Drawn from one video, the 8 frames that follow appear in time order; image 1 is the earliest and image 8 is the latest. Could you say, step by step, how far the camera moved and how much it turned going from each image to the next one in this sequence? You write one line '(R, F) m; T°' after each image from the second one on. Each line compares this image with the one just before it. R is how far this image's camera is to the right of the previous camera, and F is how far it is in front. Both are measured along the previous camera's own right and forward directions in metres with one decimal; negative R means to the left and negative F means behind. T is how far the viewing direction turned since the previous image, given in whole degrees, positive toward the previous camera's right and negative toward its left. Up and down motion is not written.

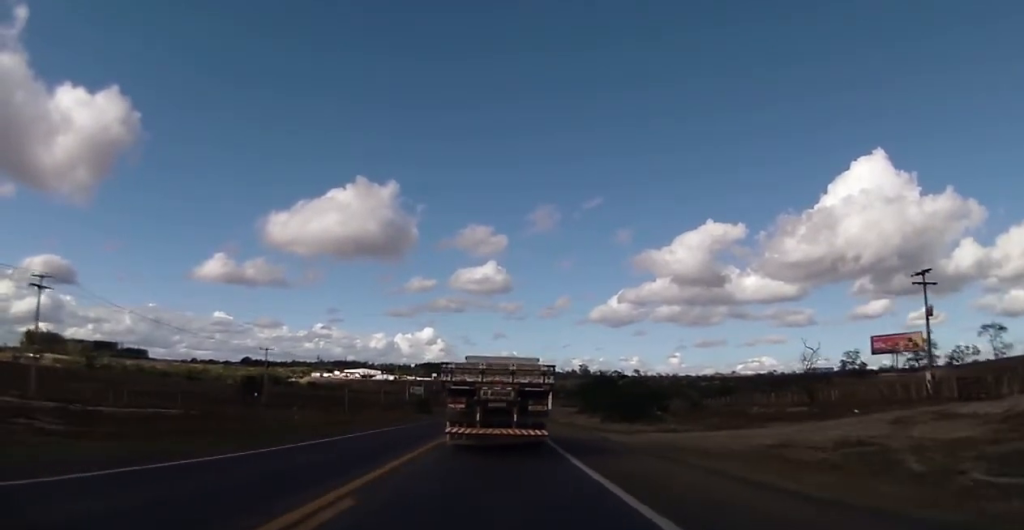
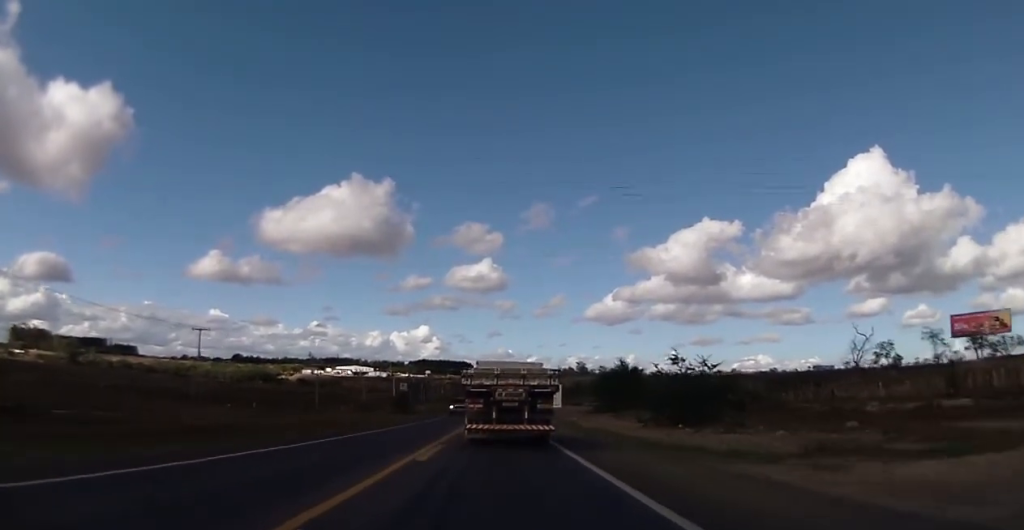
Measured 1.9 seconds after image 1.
(+0.4, +22.6) m; +2°
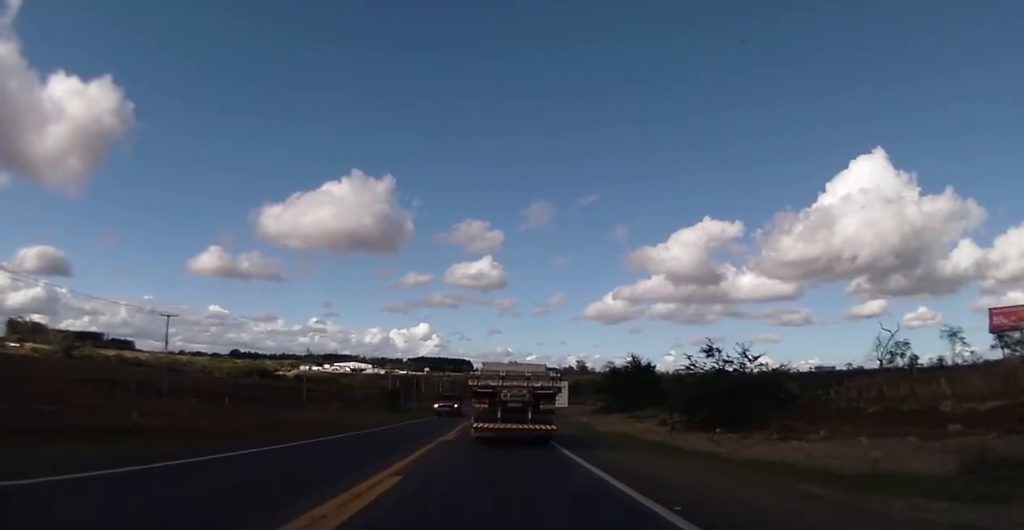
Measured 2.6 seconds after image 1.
(-0.2, +8.6) m; 0°
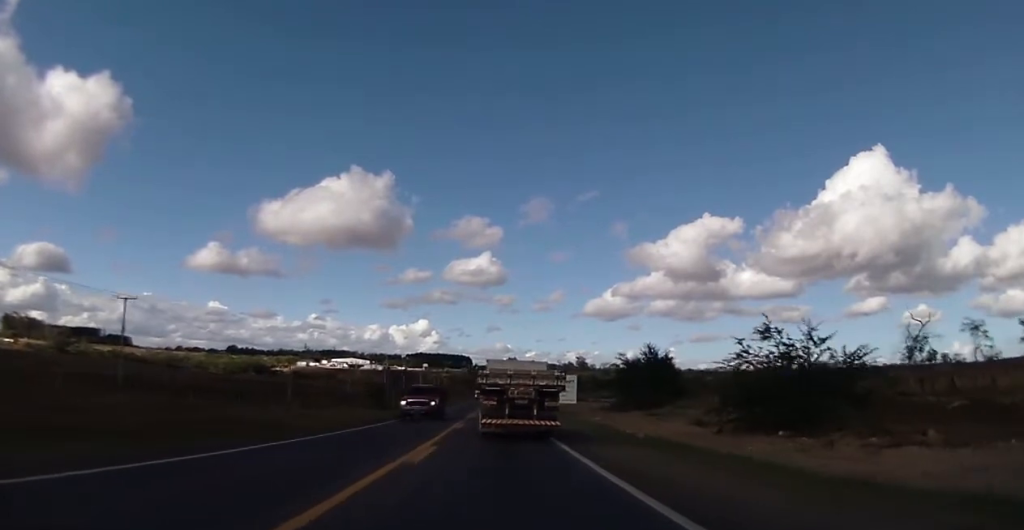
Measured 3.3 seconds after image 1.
(0.0, +9.3) m; -1°
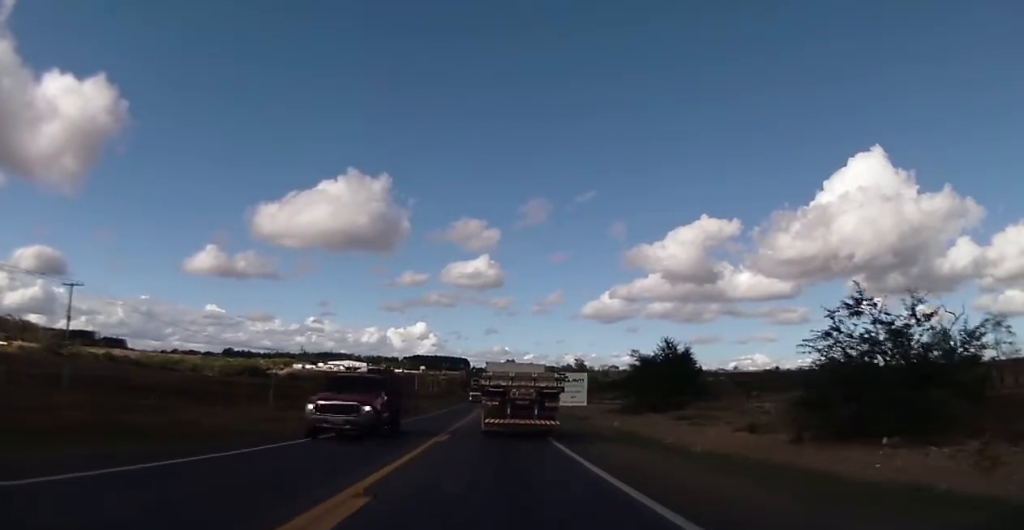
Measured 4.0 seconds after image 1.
(+0.2, +9.1) m; -1°
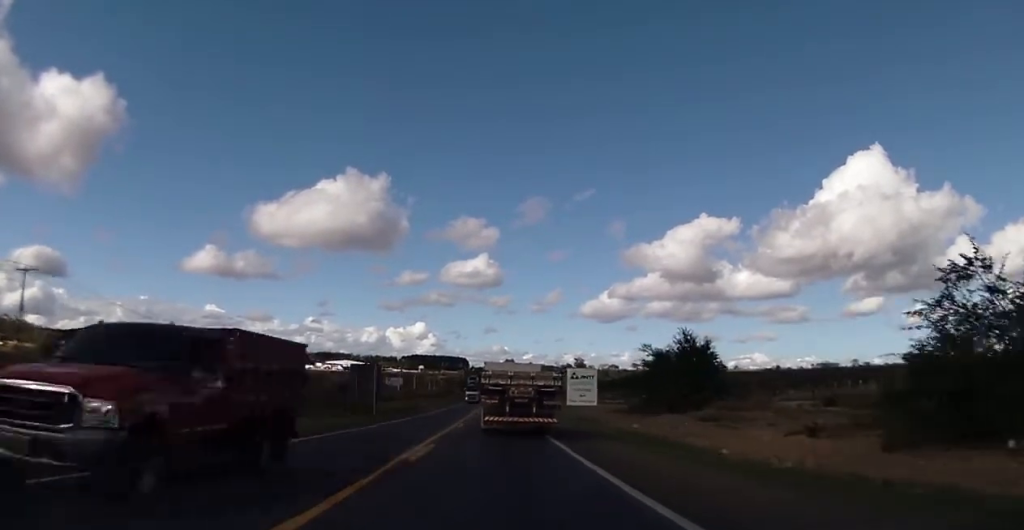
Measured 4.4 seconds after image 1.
(-0.2, +6.7) m; 0°
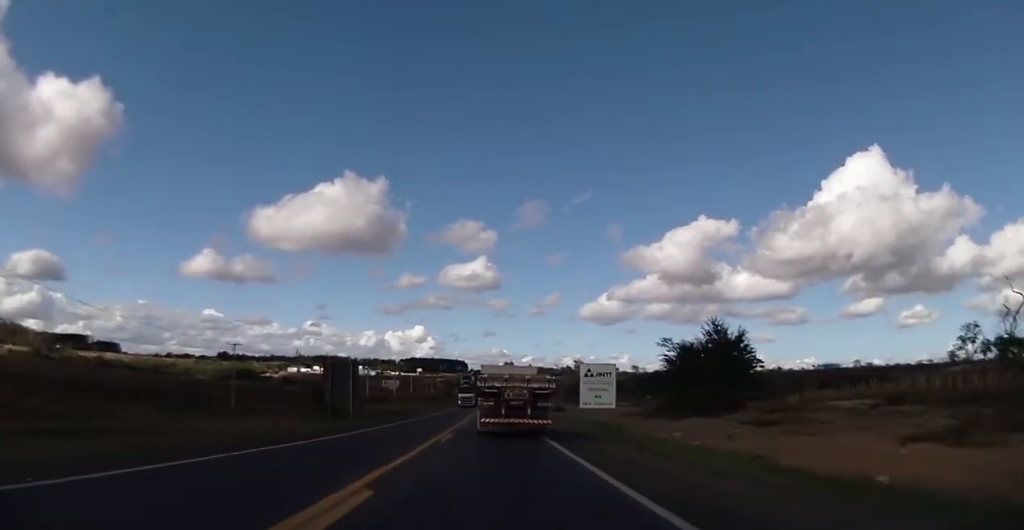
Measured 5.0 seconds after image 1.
(-0.2, +8.7) m; +1°
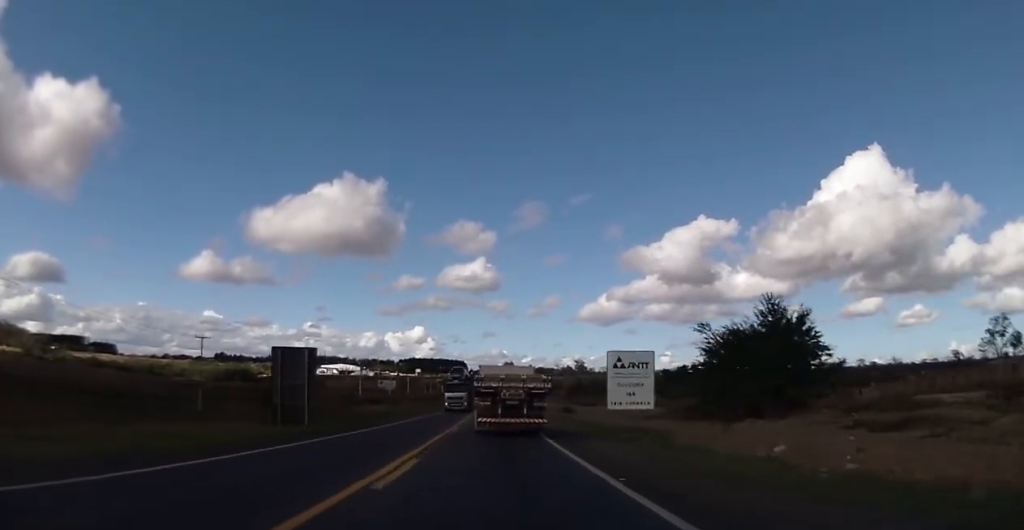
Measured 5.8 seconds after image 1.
(+0.4, +11.2) m; +2°
